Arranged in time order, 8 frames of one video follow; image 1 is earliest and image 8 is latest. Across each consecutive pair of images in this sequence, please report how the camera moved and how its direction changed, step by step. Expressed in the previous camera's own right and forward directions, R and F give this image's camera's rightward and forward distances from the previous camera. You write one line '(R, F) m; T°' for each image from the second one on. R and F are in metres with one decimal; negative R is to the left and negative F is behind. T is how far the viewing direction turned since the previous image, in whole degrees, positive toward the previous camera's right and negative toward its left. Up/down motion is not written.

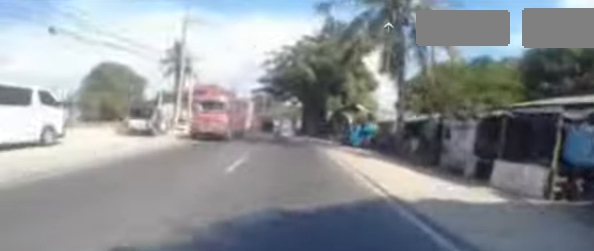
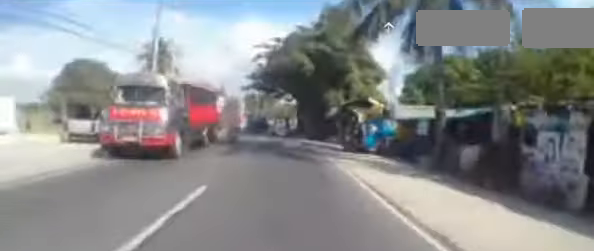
(0.0, +4.5) m; 0°
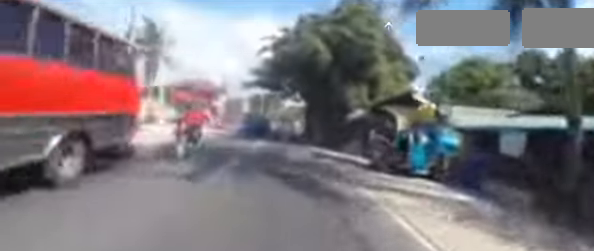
(-0.1, +4.4) m; -1°
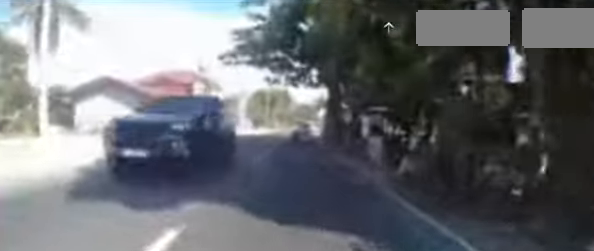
(-0.2, +15.5) m; -1°
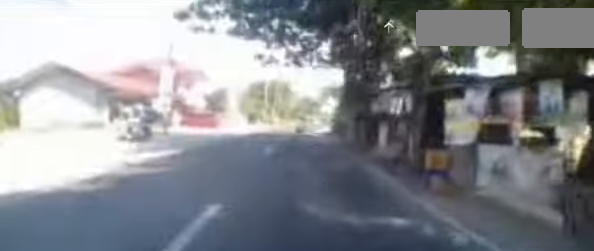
(0.0, +7.8) m; 0°
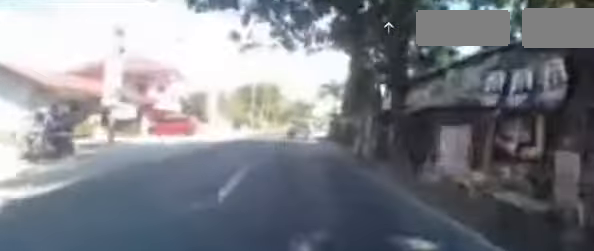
(0.0, +5.1) m; +1°
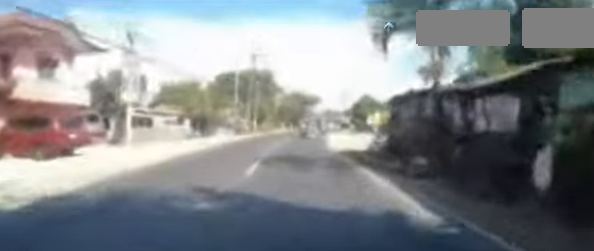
(+0.4, +16.0) m; +1°
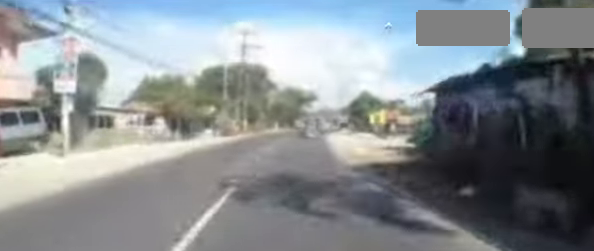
(-0.2, +3.9) m; 0°
